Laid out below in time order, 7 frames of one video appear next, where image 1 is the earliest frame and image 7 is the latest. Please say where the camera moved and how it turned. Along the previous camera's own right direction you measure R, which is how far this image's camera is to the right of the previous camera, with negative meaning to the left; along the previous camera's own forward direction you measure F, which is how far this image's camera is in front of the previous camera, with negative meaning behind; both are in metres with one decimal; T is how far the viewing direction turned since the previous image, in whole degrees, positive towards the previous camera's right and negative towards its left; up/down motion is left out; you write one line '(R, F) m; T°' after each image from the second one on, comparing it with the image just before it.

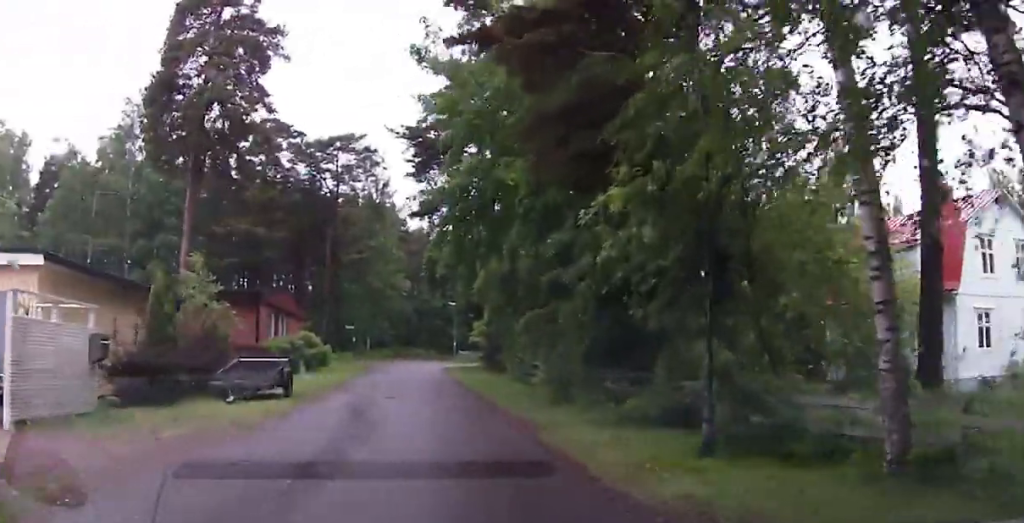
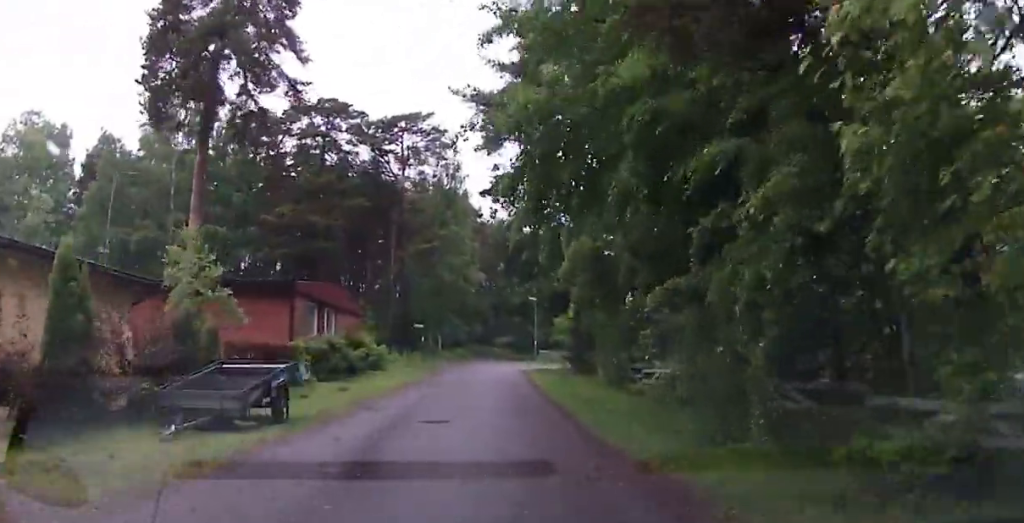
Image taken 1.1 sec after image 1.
(-1.1, +6.0) m; -13°
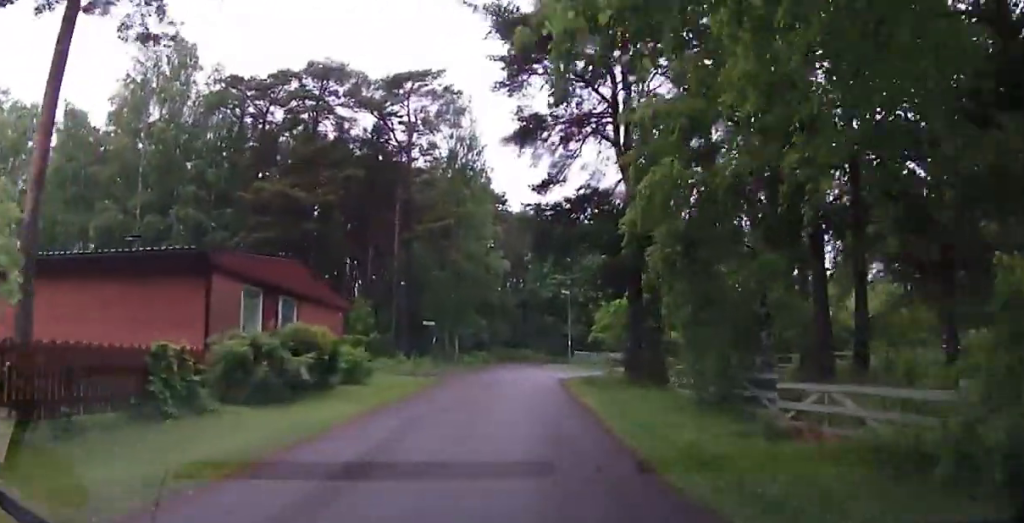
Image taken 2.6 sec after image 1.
(-0.4, +8.9) m; -2°
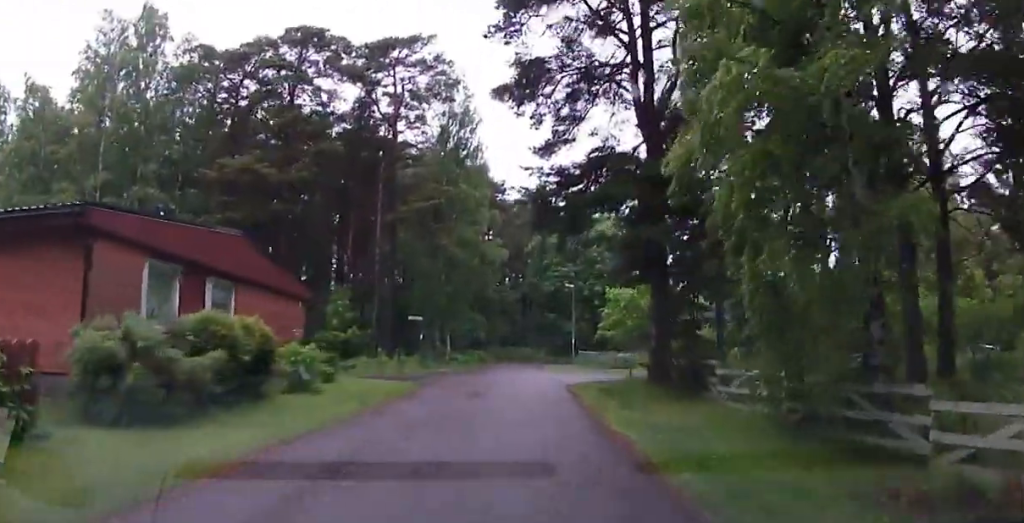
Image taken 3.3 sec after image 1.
(0.0, +4.7) m; +2°
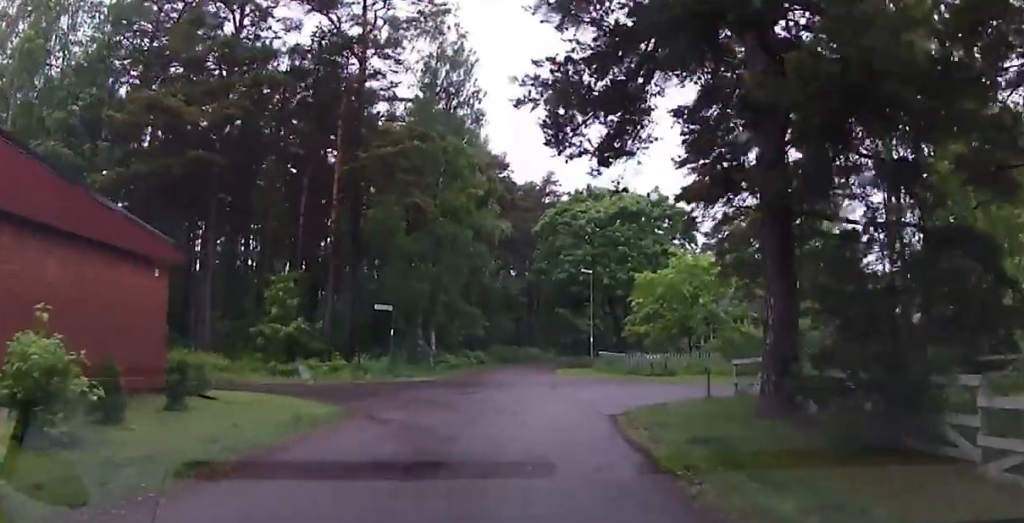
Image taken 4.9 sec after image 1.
(+0.2, +9.5) m; 0°
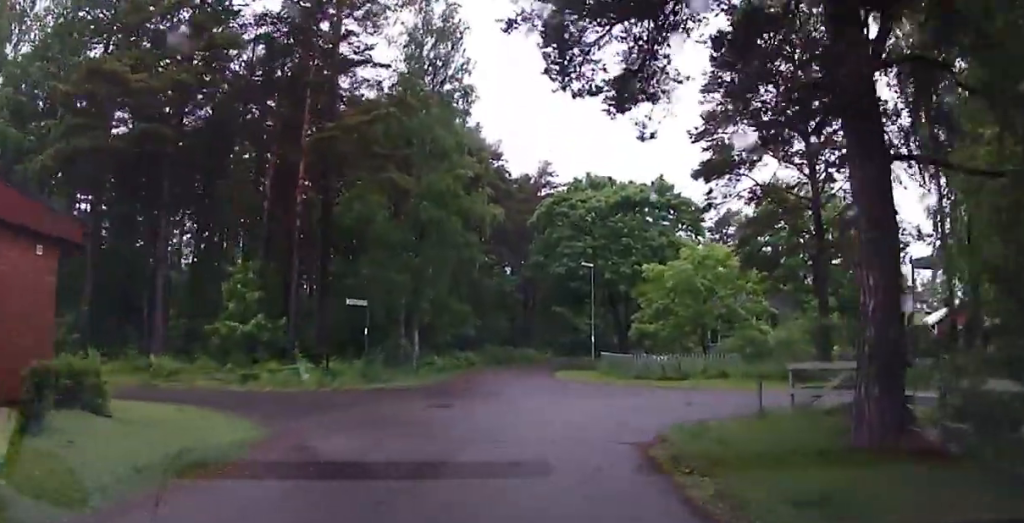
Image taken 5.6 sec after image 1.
(-0.1, +3.9) m; 0°
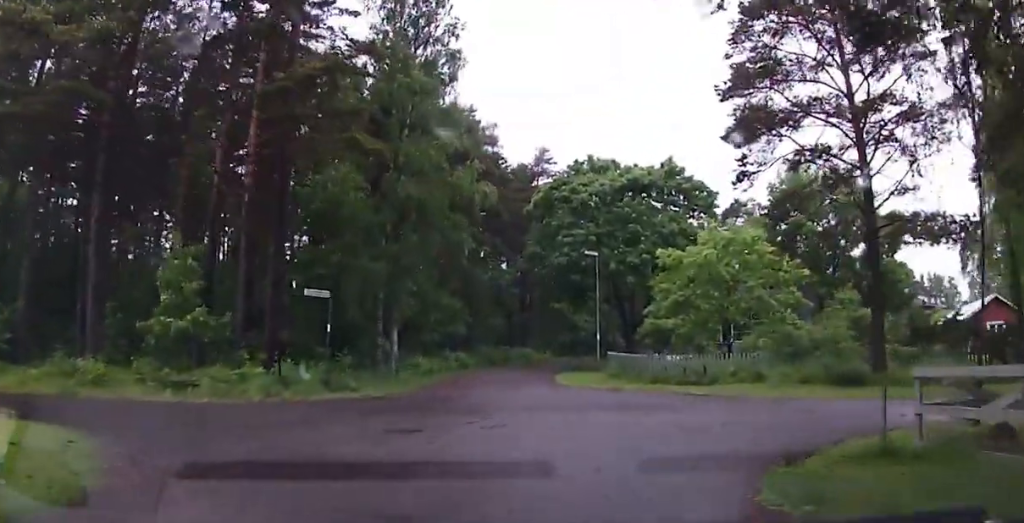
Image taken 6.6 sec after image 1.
(+0.2, +4.6) m; +4°
